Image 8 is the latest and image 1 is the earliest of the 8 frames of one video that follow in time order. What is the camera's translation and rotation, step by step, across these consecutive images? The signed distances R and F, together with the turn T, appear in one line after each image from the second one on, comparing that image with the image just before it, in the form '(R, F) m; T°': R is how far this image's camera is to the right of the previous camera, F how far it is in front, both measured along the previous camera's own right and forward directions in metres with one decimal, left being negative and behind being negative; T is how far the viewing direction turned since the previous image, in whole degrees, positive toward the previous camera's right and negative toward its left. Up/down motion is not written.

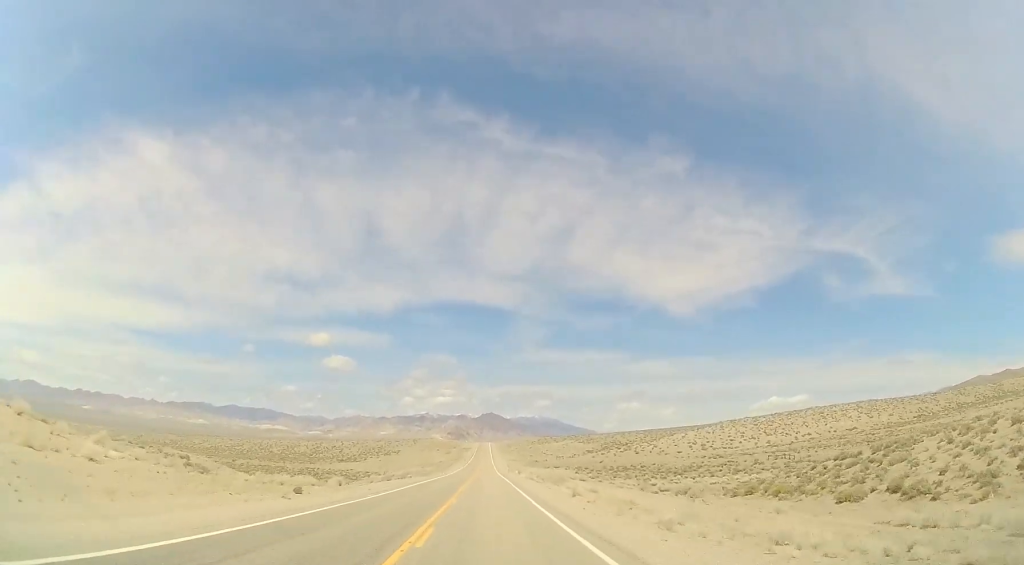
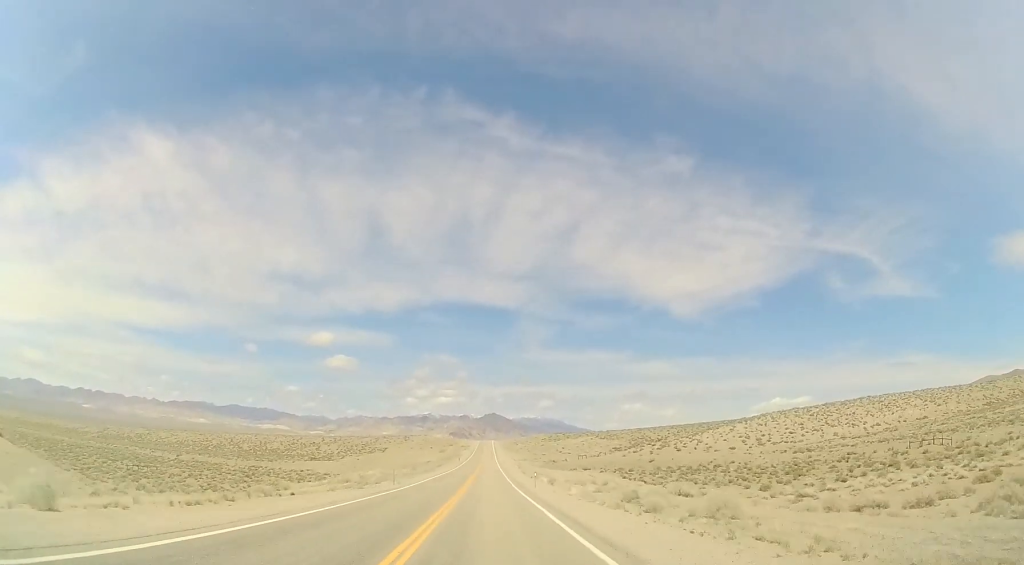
(-1.0, +44.8) m; -2°
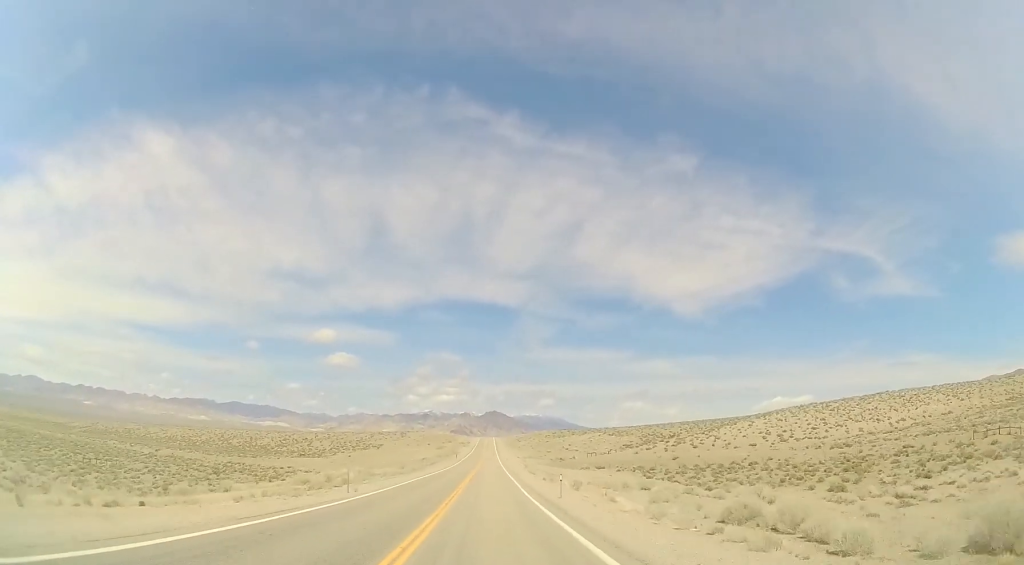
(-0.1, +13.3) m; 0°
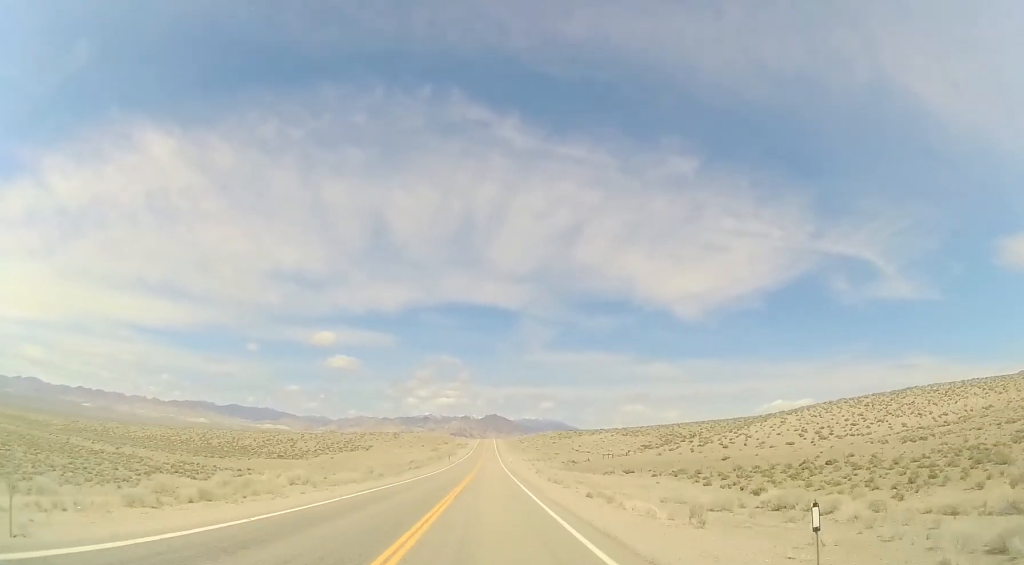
(0.0, +20.5) m; 0°
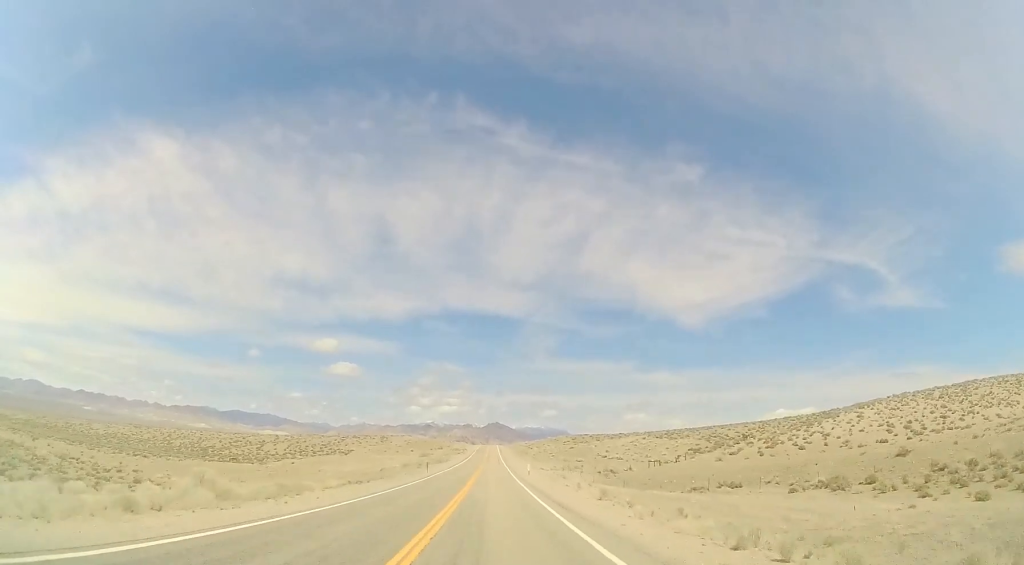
(+0.4, +35.0) m; +1°
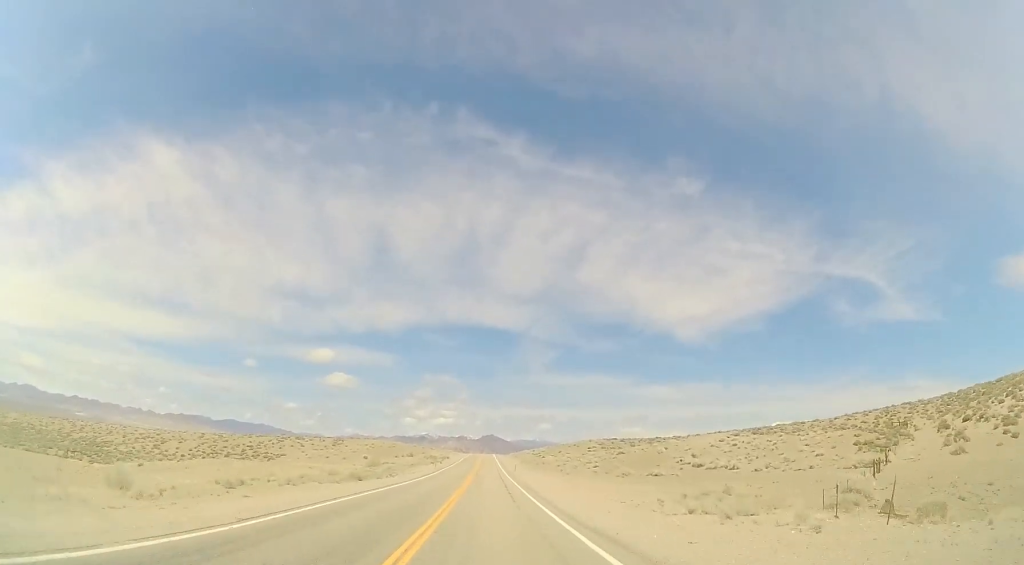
(+0.3, +59.8) m; 0°
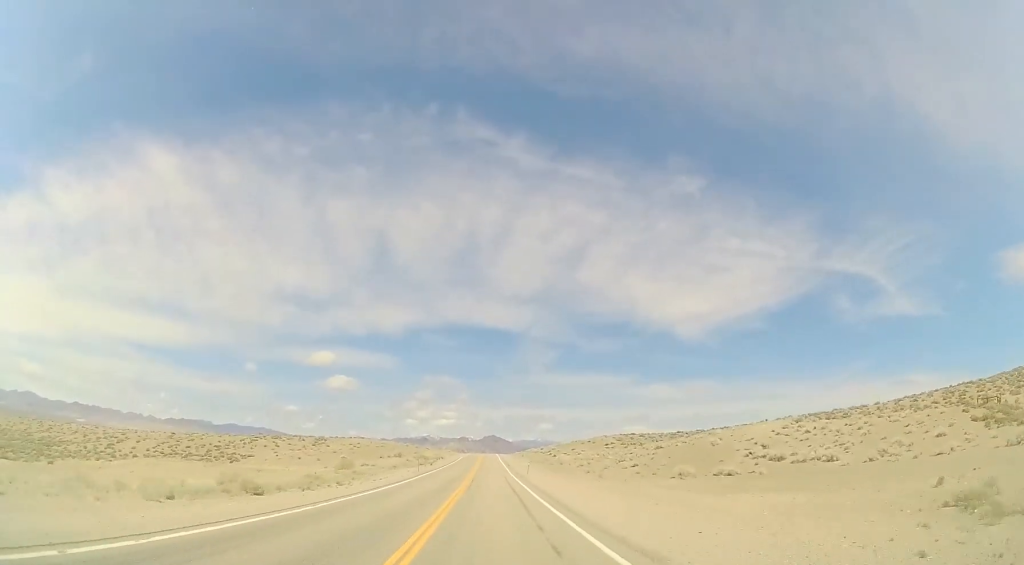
(0.0, +19.4) m; 0°
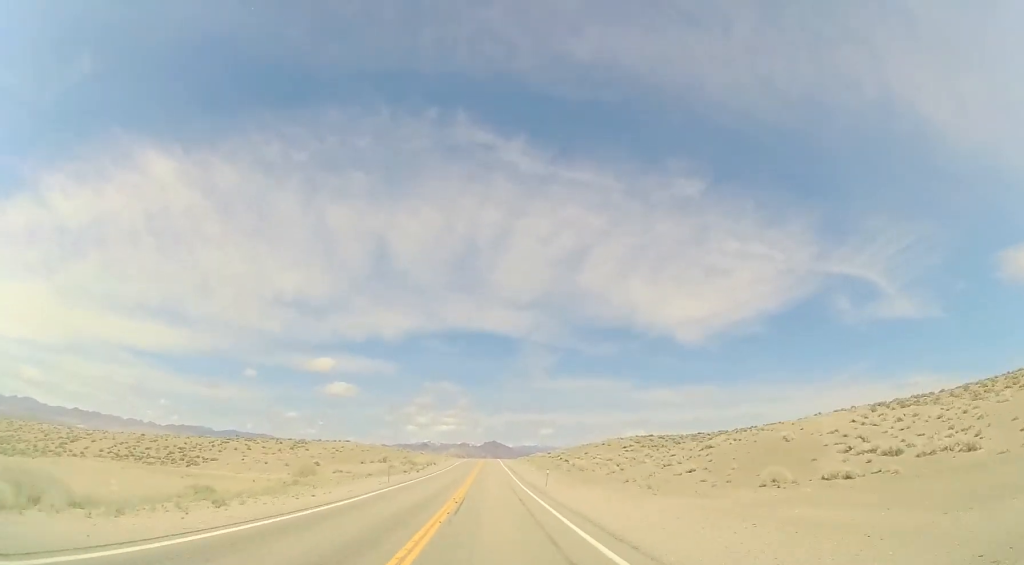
(-0.1, +16.2) m; 0°
